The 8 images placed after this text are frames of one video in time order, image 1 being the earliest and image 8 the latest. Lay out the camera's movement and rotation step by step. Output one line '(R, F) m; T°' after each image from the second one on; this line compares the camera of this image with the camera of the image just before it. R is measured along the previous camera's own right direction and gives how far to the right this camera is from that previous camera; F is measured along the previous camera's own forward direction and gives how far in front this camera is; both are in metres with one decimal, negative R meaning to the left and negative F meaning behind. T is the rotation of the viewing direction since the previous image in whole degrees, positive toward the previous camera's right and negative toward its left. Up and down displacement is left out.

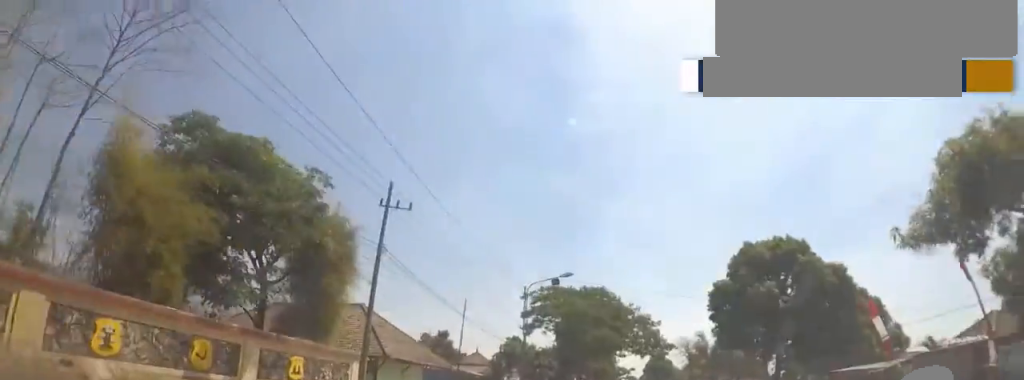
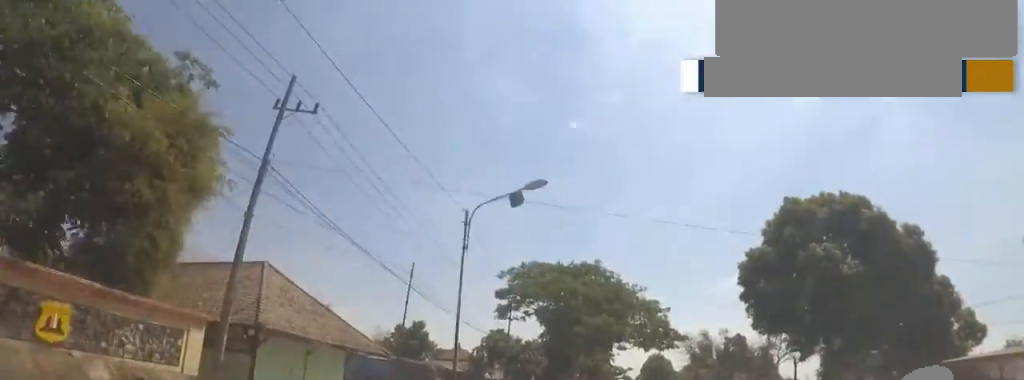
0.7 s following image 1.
(+0.2, +9.4) m; -1°
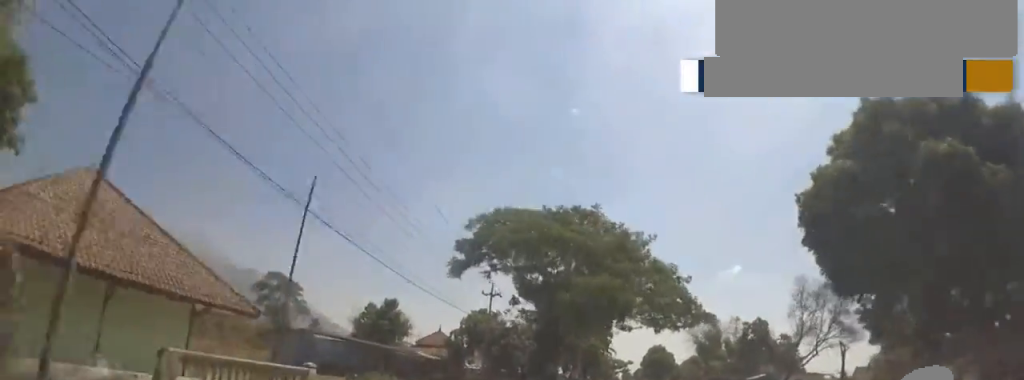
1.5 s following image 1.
(+0.2, +9.6) m; 0°
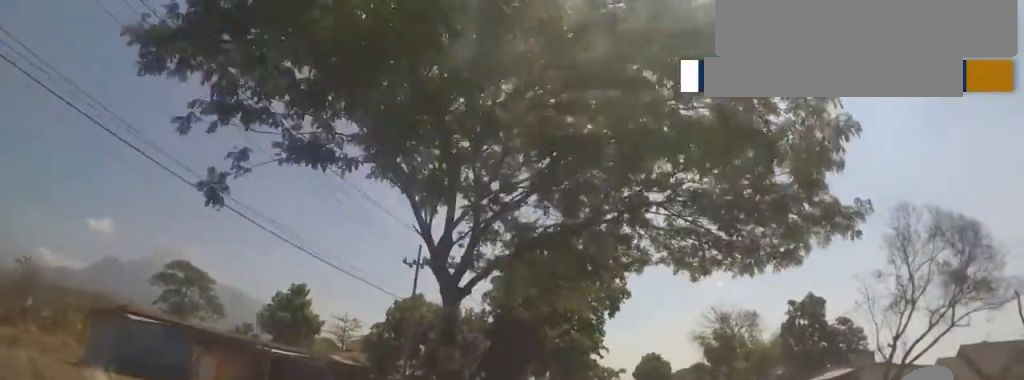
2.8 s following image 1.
(0.0, +17.8) m; 0°
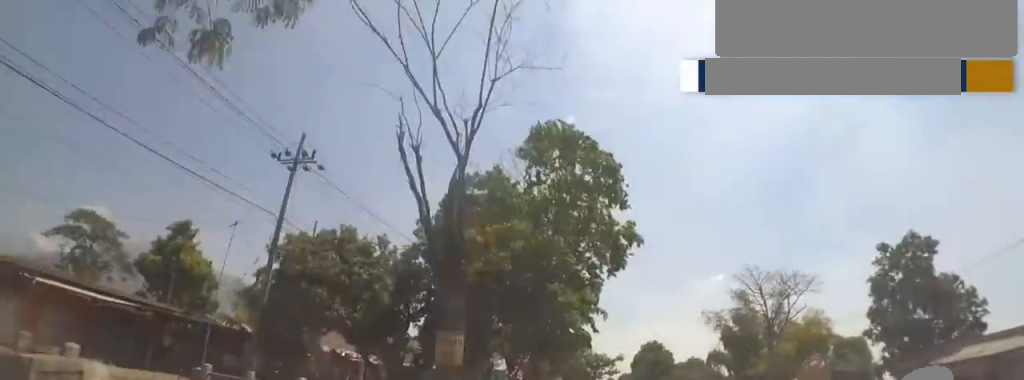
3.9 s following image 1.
(-0.5, +14.6) m; 0°
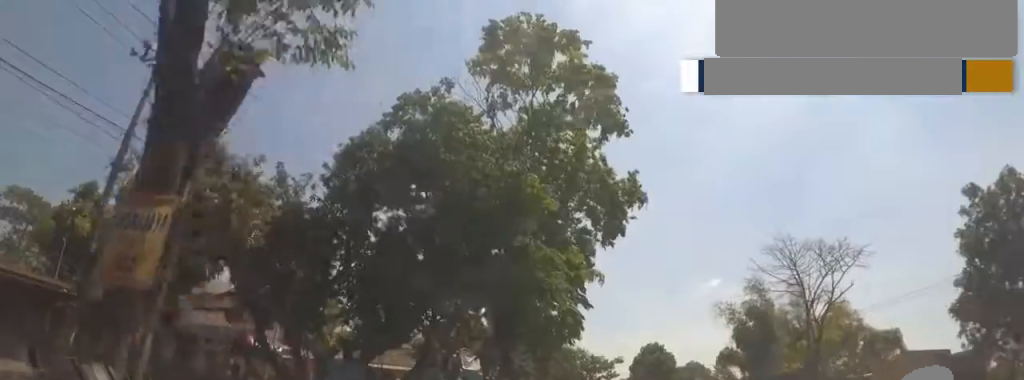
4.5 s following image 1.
(0.0, +7.9) m; +2°
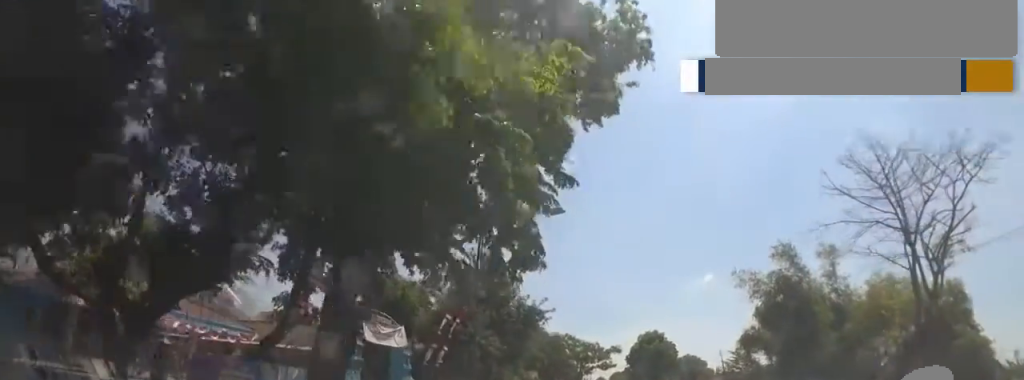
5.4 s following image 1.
(+1.0, +11.8) m; +4°
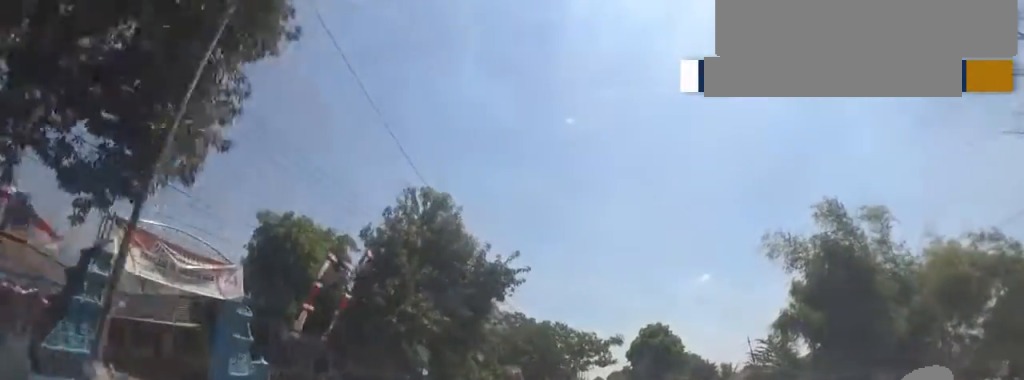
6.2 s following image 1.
(+0.2, +10.4) m; -2°
